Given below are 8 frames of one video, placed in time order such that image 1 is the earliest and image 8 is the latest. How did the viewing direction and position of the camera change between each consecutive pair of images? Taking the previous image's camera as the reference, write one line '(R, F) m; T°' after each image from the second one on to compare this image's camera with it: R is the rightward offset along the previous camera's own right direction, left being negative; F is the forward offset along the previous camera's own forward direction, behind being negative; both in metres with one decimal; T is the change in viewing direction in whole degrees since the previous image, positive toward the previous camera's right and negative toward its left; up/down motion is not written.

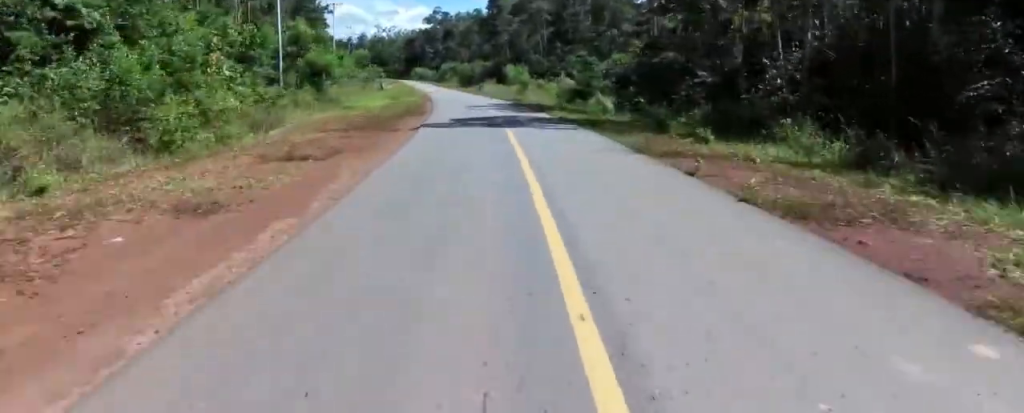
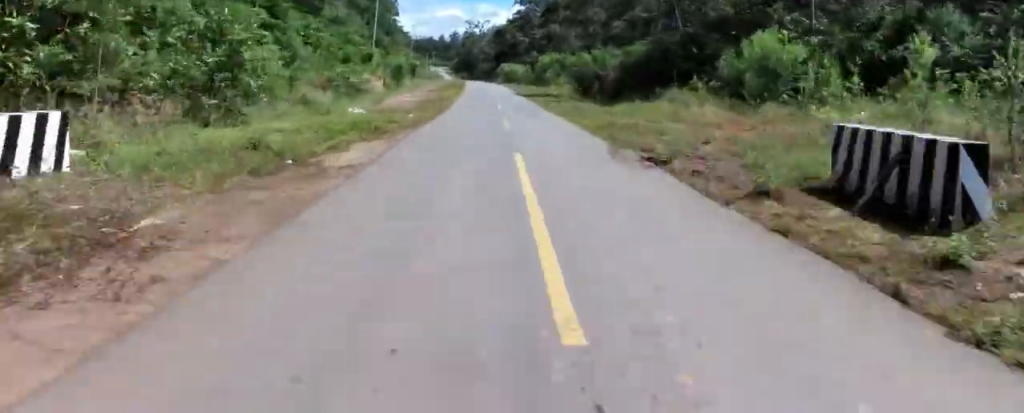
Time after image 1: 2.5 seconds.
(-9.9, +60.0) m; -17°
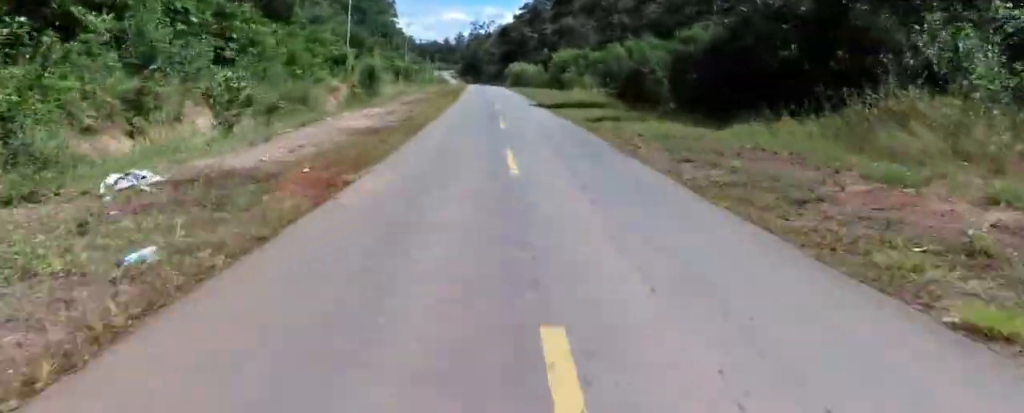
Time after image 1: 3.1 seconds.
(-0.6, +15.3) m; -2°
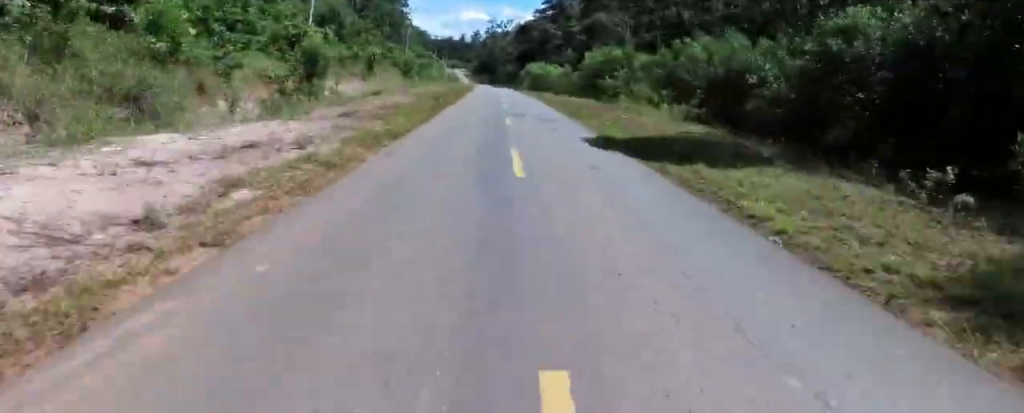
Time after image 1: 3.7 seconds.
(+0.1, +16.7) m; +2°
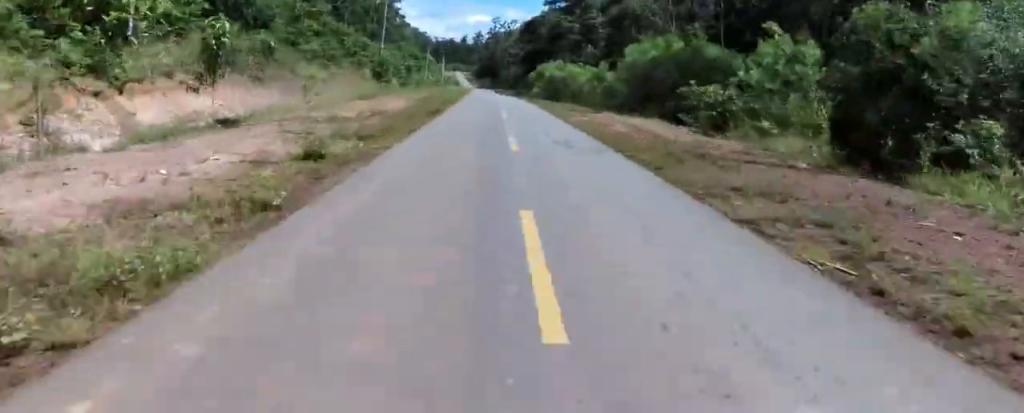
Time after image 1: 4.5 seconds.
(+0.5, +20.3) m; +1°
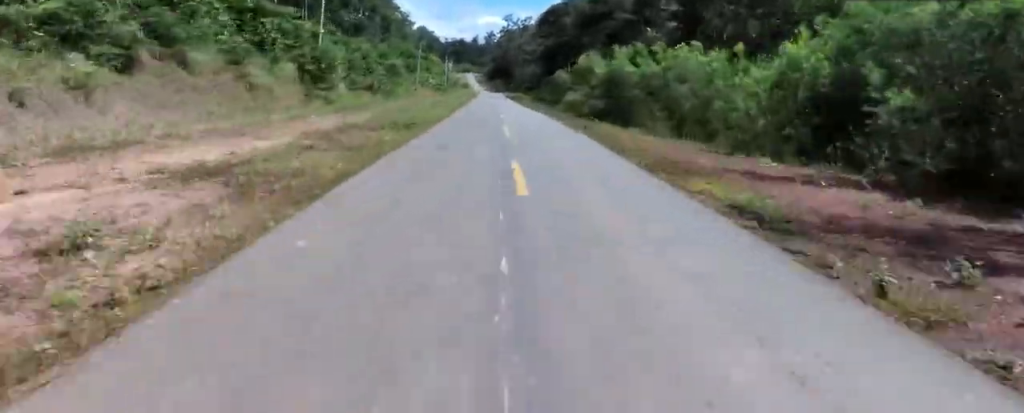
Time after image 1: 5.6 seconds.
(+0.3, +28.5) m; -2°
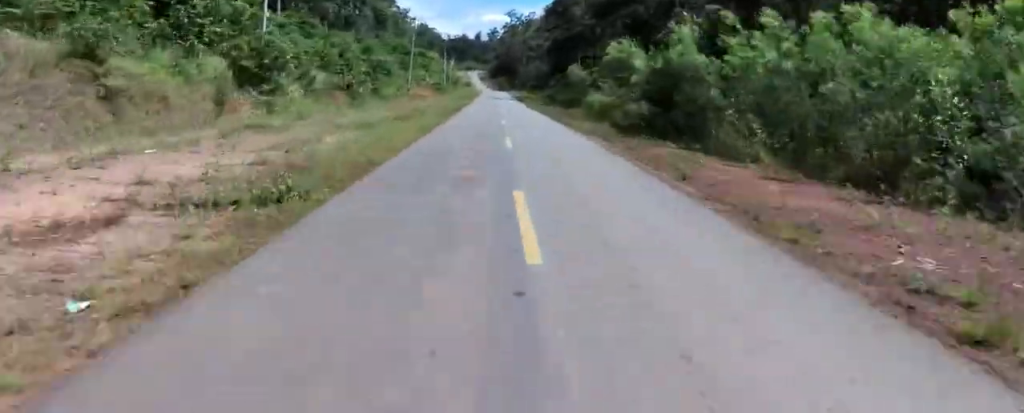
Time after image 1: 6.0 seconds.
(-0.3, +11.6) m; -2°
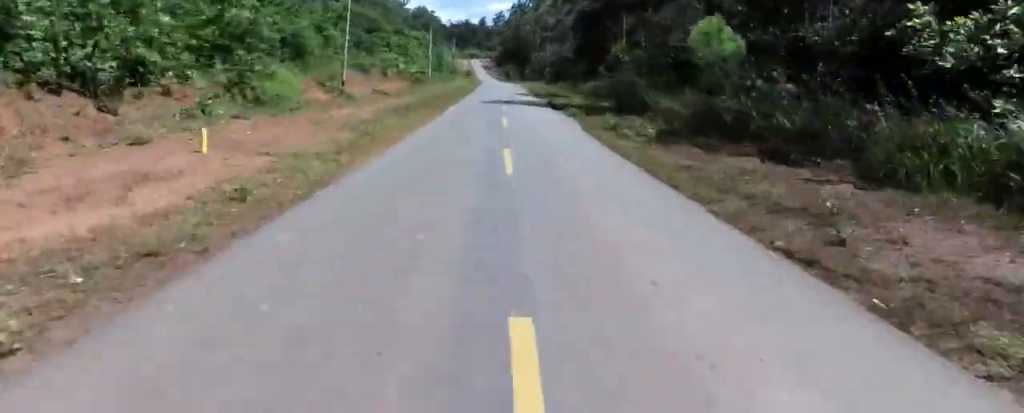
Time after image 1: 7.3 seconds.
(+0.1, +35.3) m; +2°
